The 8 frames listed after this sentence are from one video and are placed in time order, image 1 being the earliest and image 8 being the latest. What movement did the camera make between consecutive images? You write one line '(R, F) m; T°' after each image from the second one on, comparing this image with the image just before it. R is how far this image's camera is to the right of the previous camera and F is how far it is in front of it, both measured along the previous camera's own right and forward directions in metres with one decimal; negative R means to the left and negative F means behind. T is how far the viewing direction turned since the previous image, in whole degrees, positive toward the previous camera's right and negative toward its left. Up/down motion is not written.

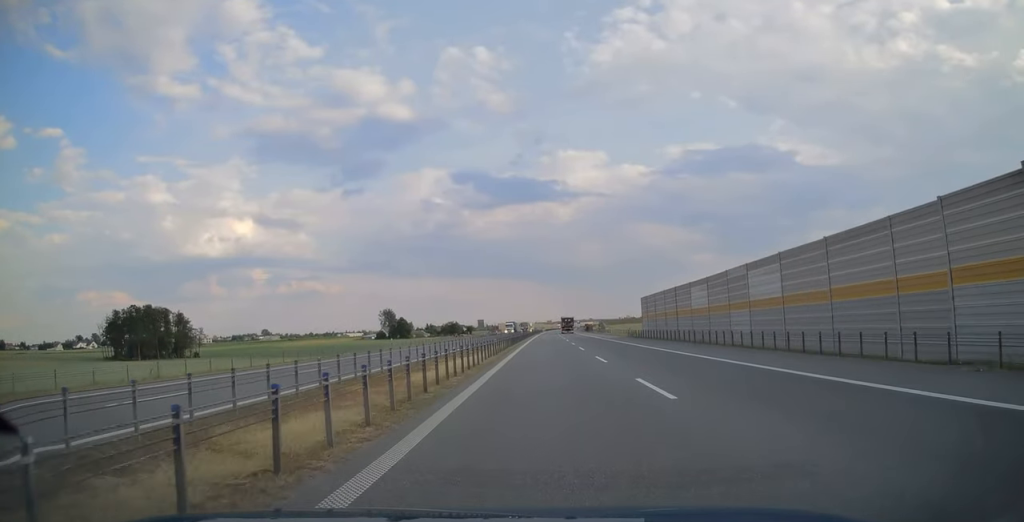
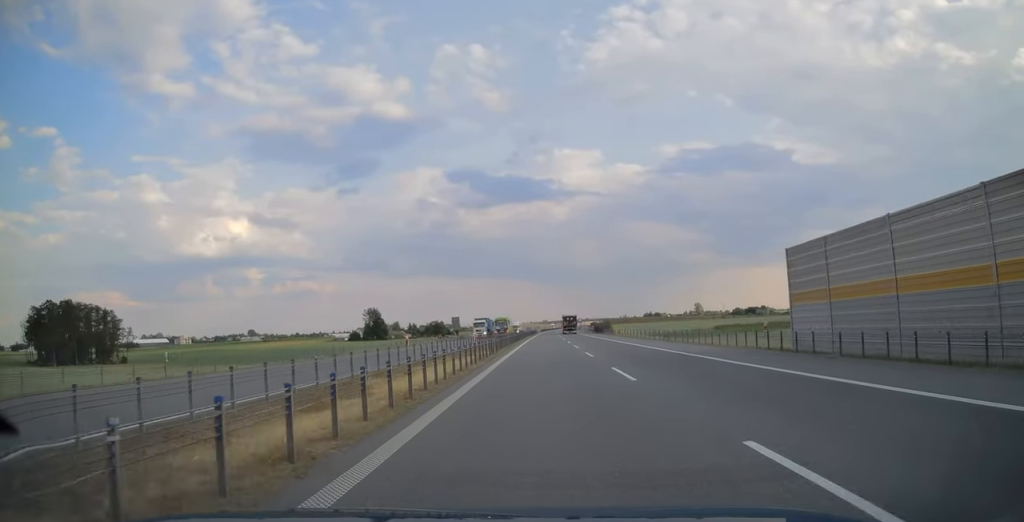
(0.0, +44.1) m; 0°
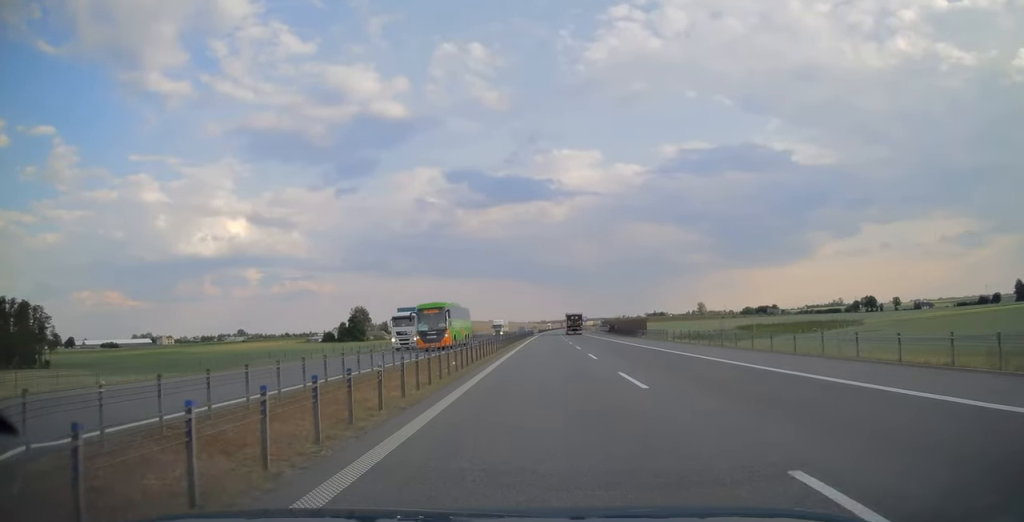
(+0.1, +37.8) m; 0°
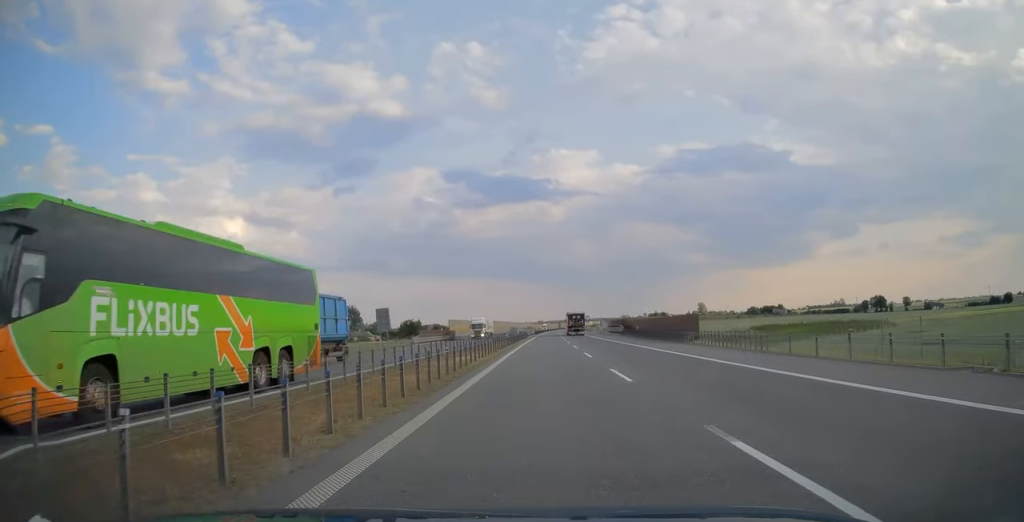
(0.0, +22.1) m; 0°
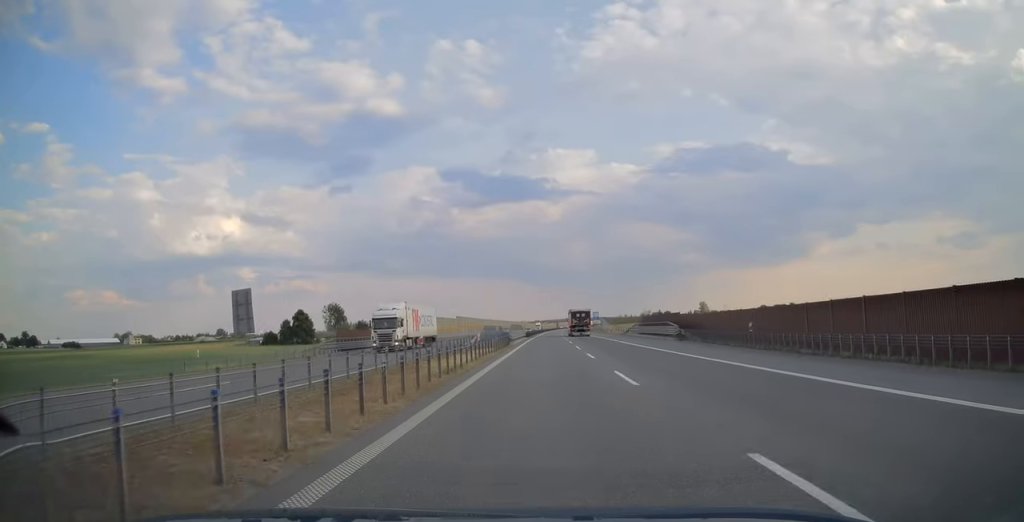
(+0.1, +37.3) m; 0°
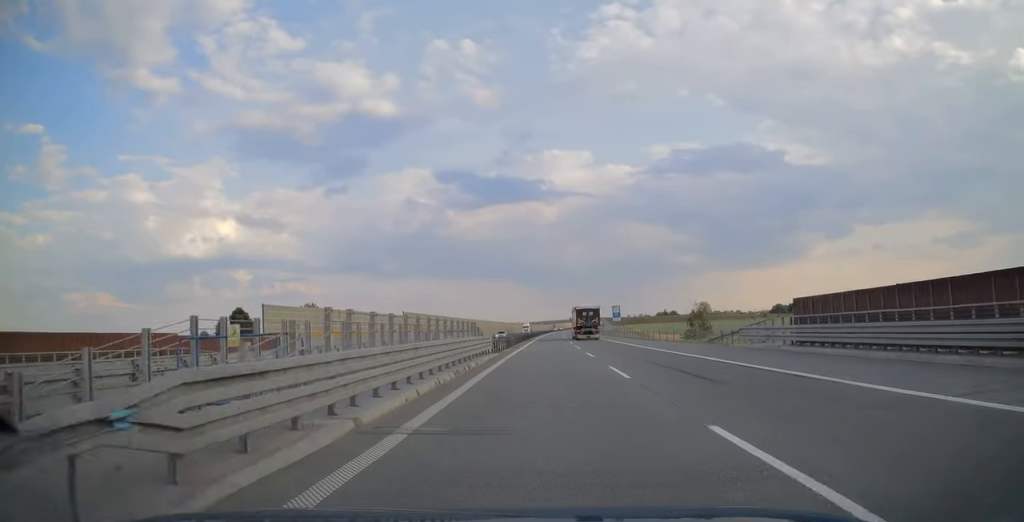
(+0.2, +46.0) m; 0°
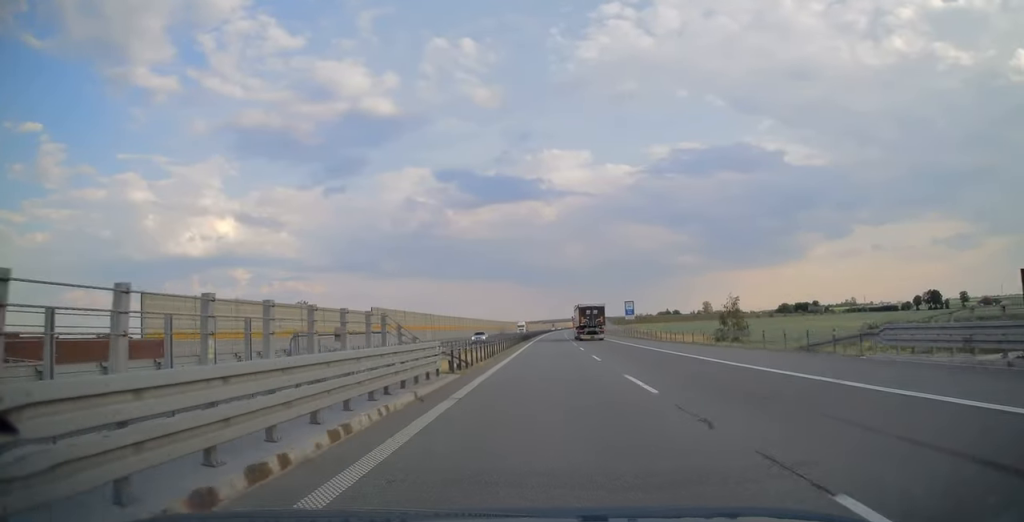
(0.0, +15.1) m; 0°
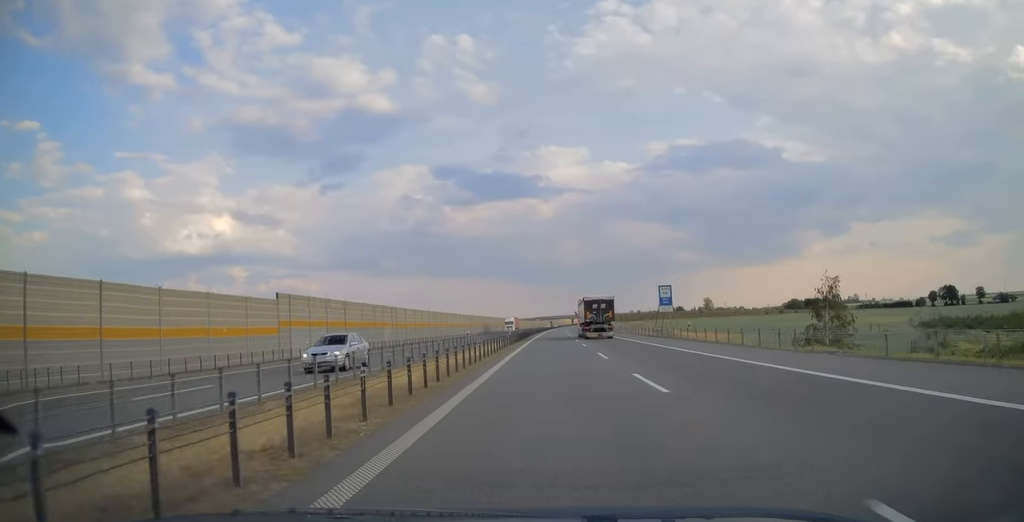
(0.0, +24.6) m; 0°
